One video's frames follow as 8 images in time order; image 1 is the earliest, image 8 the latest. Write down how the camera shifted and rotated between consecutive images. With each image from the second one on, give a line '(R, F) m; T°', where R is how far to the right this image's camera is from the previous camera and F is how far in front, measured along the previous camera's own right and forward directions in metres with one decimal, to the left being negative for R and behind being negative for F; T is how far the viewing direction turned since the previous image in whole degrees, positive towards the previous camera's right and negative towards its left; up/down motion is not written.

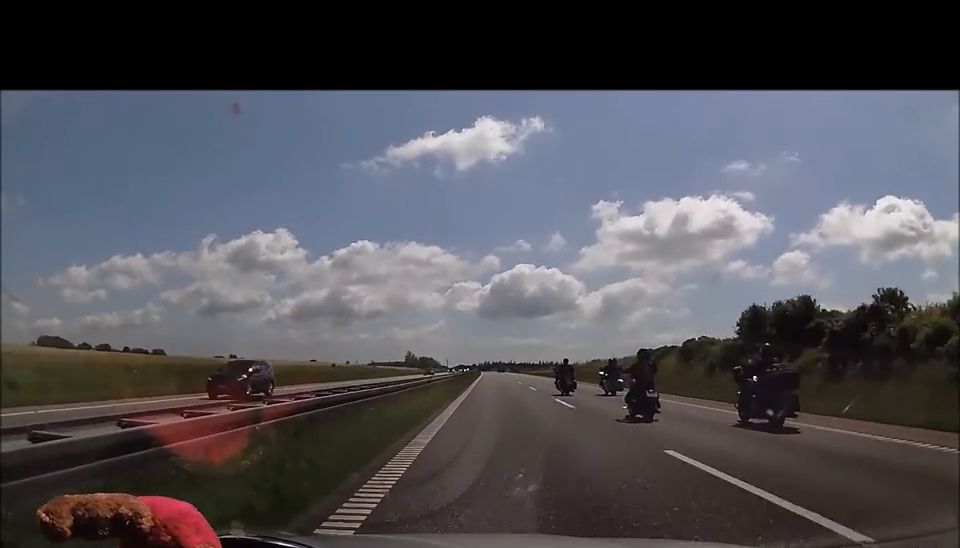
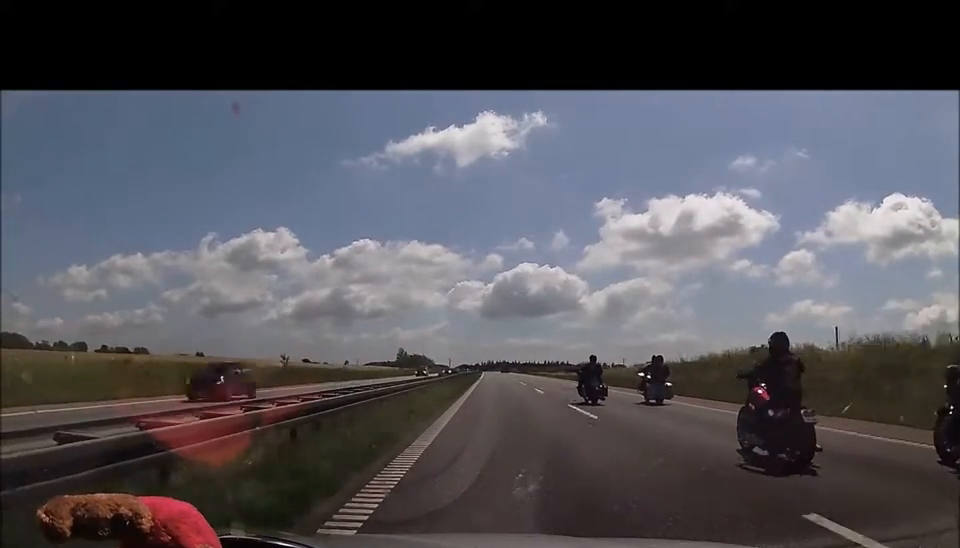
(0.0, +46.5) m; 0°
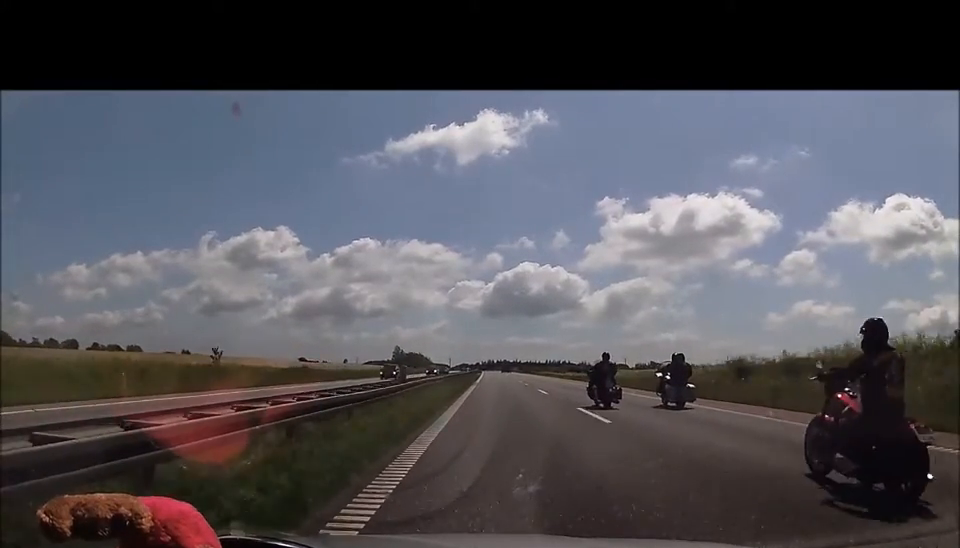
(0.0, +16.3) m; 0°
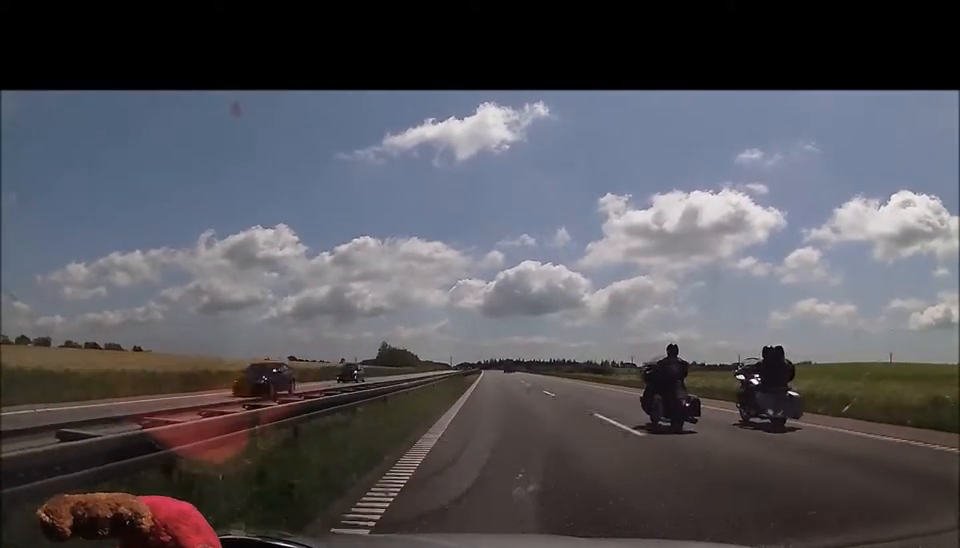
(-0.2, +47.6) m; 0°
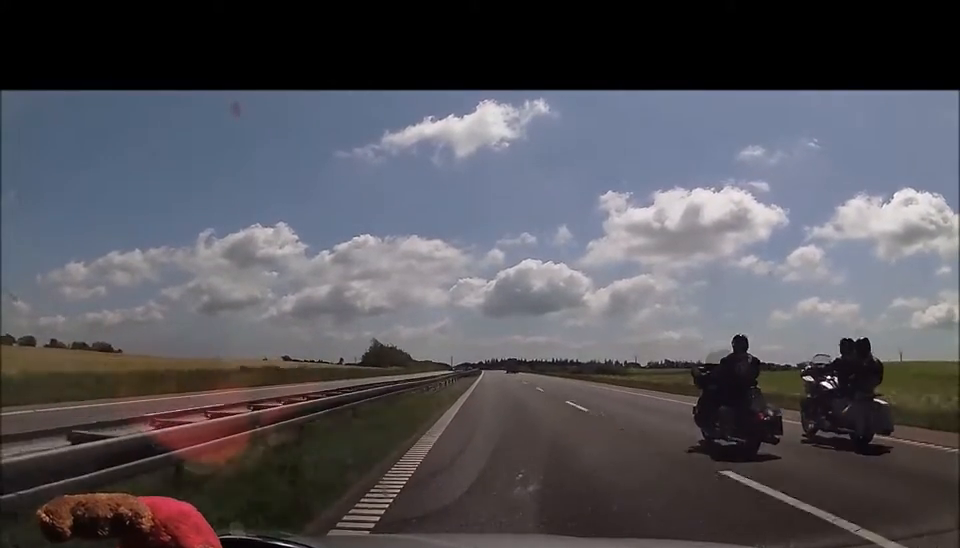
(+0.2, +23.8) m; 0°
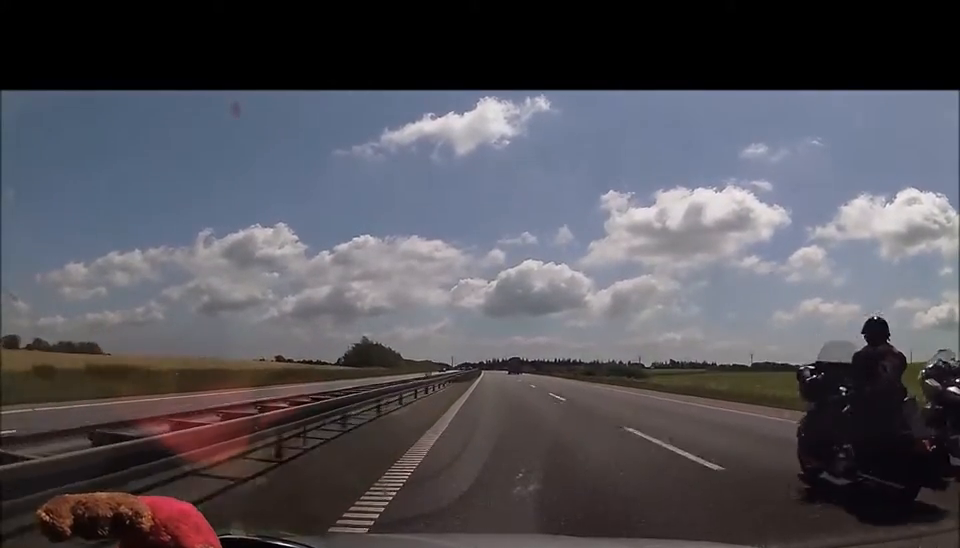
(-0.2, +25.1) m; 0°
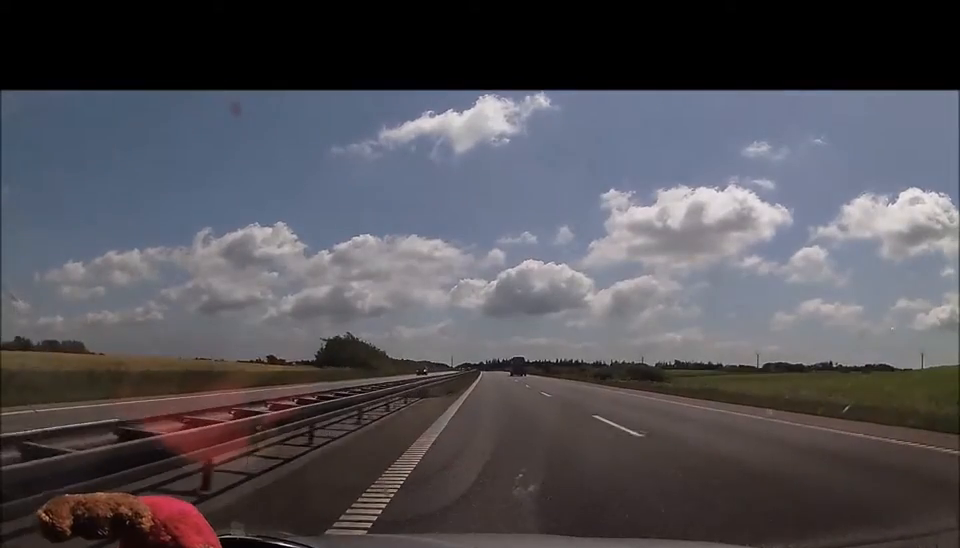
(-0.1, +27.5) m; 0°
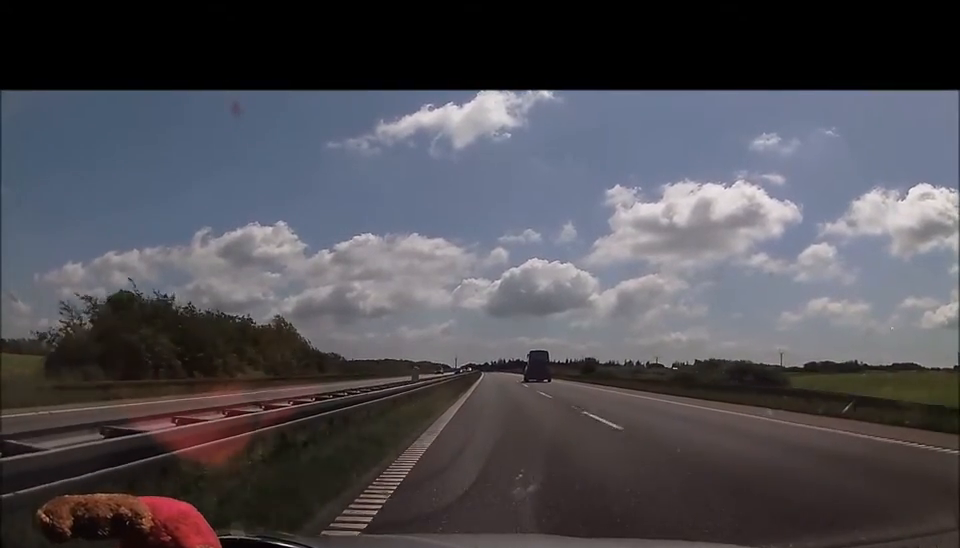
(-0.2, +72.4) m; 0°
